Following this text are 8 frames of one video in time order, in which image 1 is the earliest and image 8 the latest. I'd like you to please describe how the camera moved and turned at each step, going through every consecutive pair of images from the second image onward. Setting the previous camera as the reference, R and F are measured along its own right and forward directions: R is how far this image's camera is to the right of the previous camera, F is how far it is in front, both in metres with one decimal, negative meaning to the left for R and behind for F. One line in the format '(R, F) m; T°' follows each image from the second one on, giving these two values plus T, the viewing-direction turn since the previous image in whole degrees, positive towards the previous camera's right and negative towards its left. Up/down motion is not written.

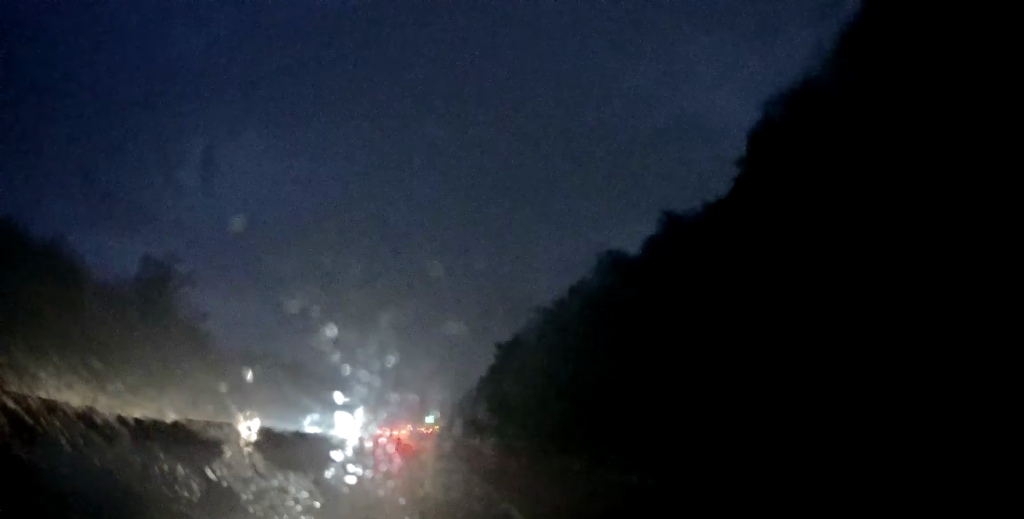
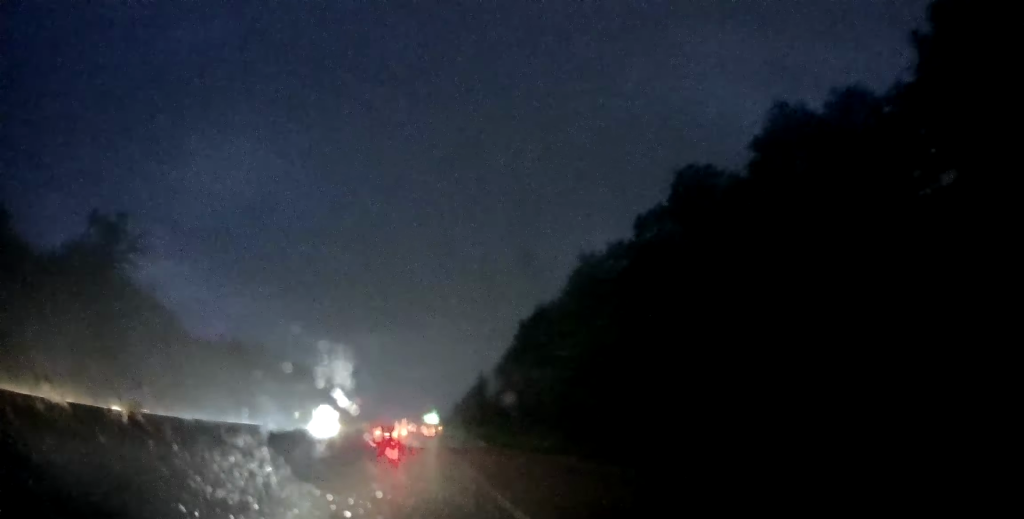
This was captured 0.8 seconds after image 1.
(-0.1, +20.3) m; 0°
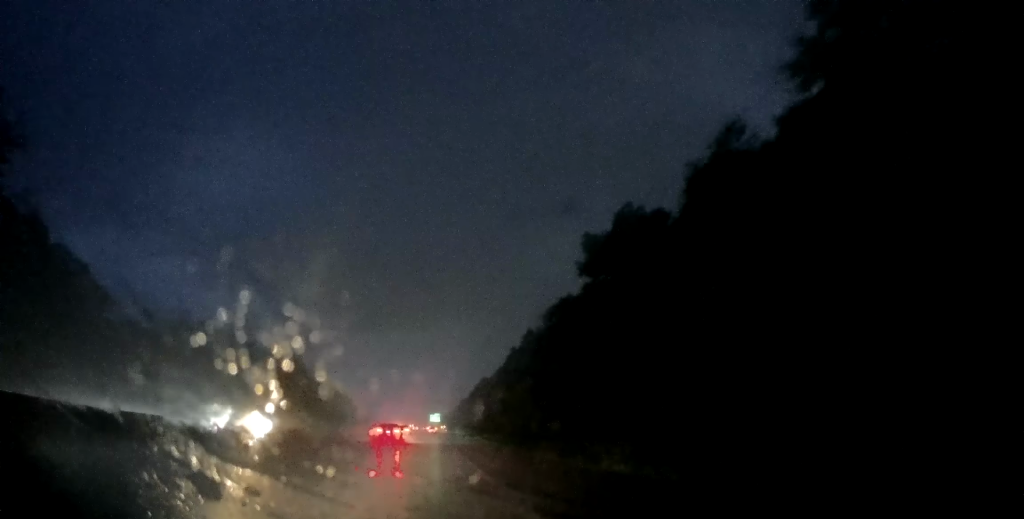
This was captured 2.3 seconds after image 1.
(+0.5, +35.1) m; +1°
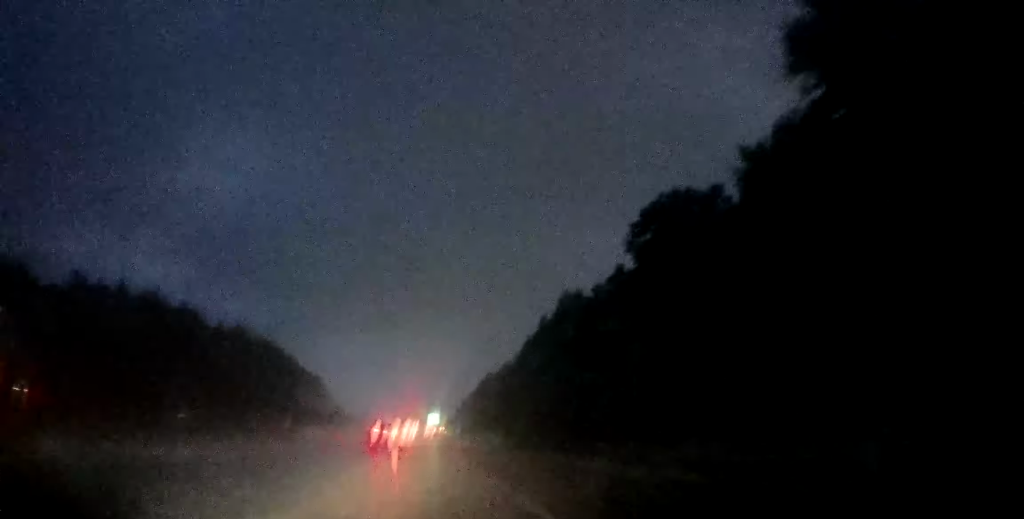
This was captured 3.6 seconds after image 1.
(-0.6, +32.1) m; -1°
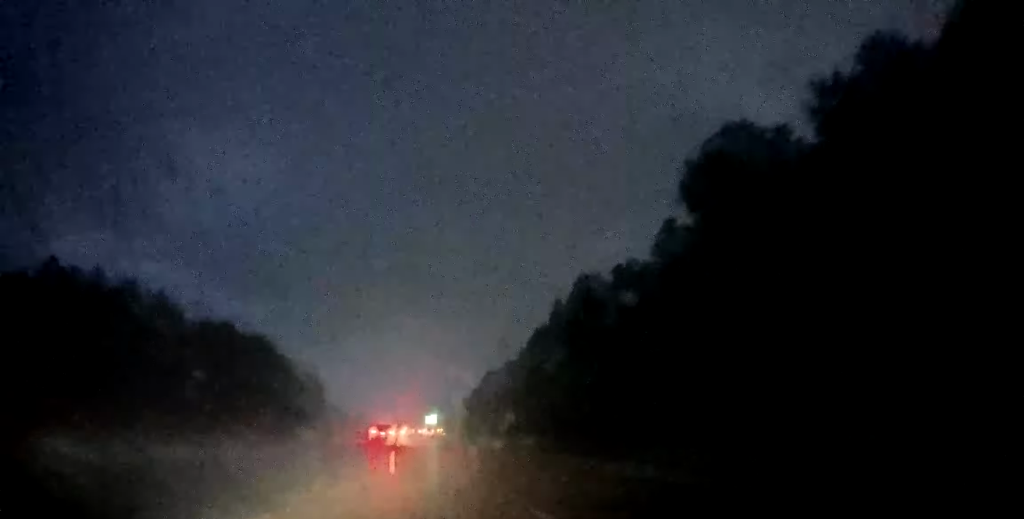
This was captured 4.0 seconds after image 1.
(+0.1, +9.9) m; 0°
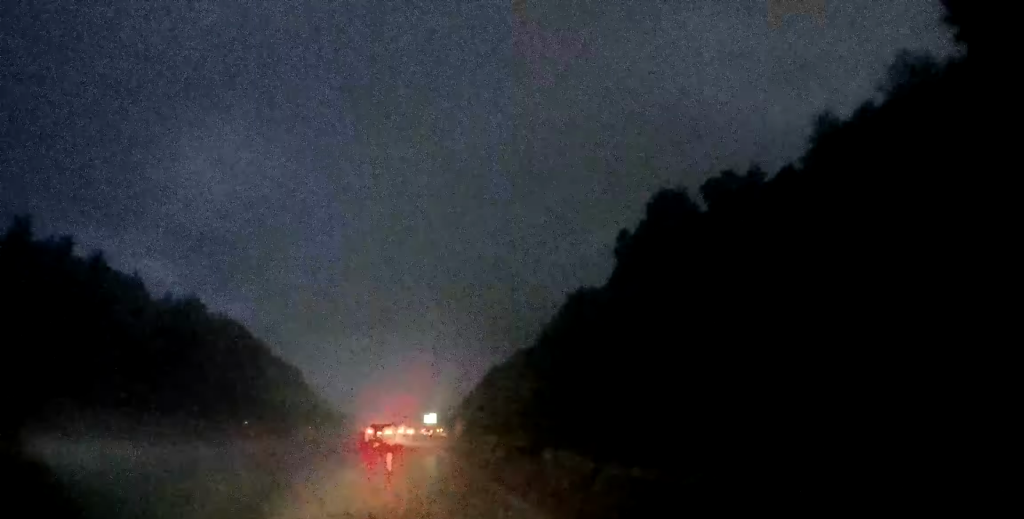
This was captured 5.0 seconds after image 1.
(0.0, +25.5) m; -1°
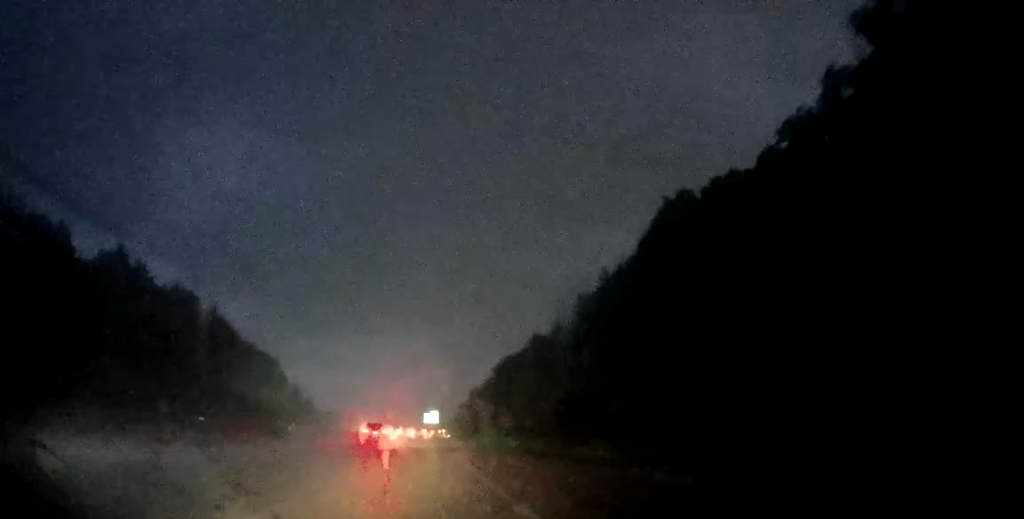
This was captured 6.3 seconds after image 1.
(-0.6, +32.9) m; +1°
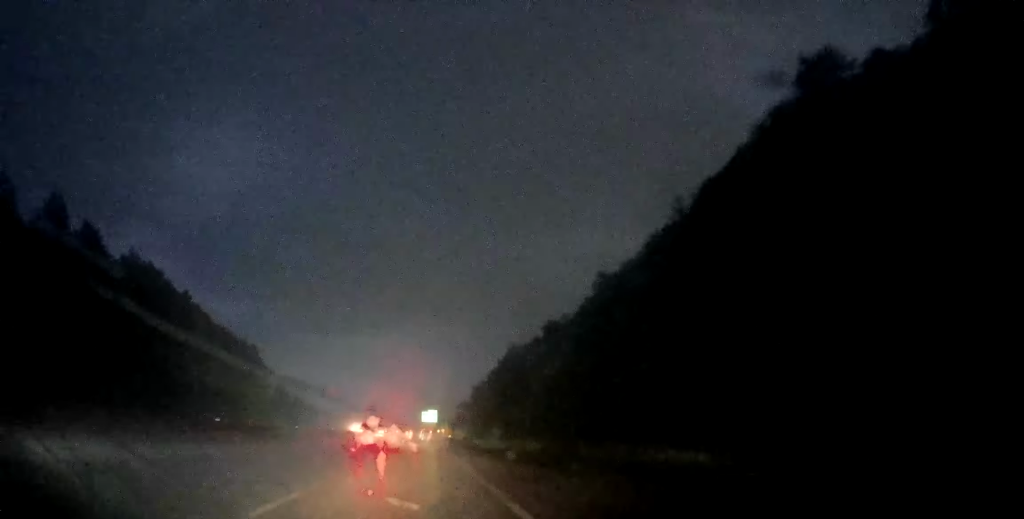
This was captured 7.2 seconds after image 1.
(+0.9, +20.6) m; +1°
